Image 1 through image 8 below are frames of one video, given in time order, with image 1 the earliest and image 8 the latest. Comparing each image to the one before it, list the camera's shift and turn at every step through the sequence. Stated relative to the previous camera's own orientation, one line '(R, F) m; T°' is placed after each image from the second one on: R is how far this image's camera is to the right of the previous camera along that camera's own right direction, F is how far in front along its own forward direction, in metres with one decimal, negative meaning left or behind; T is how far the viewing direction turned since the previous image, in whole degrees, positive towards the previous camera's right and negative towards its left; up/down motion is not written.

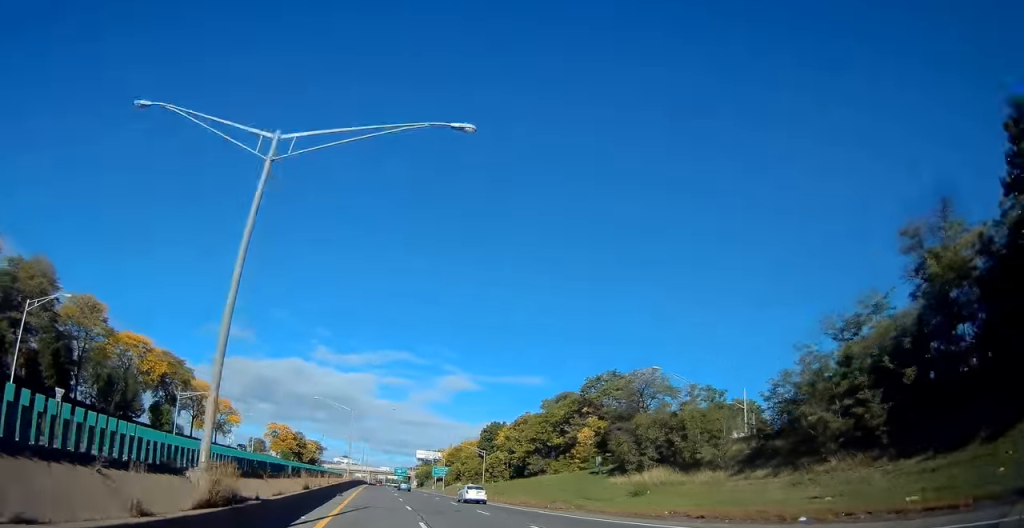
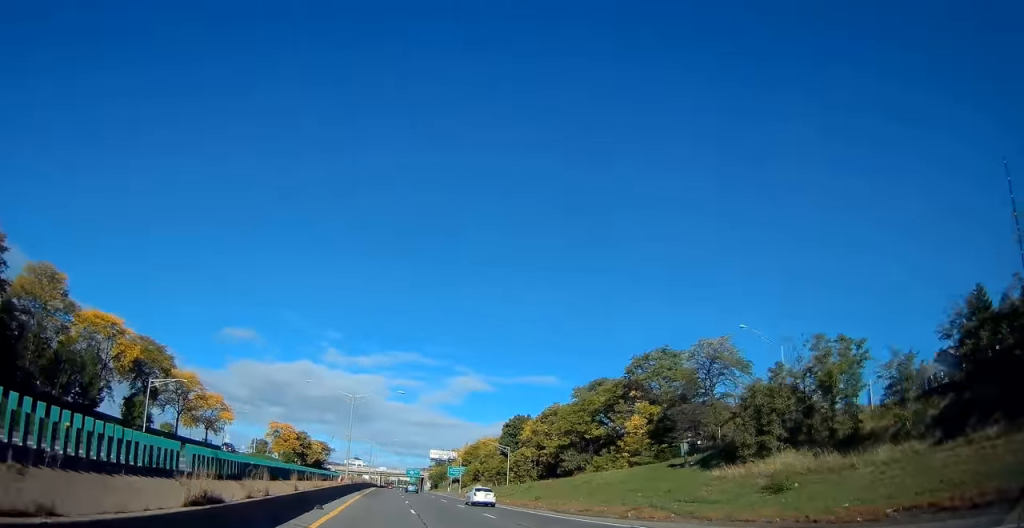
(0.0, +15.0) m; -2°
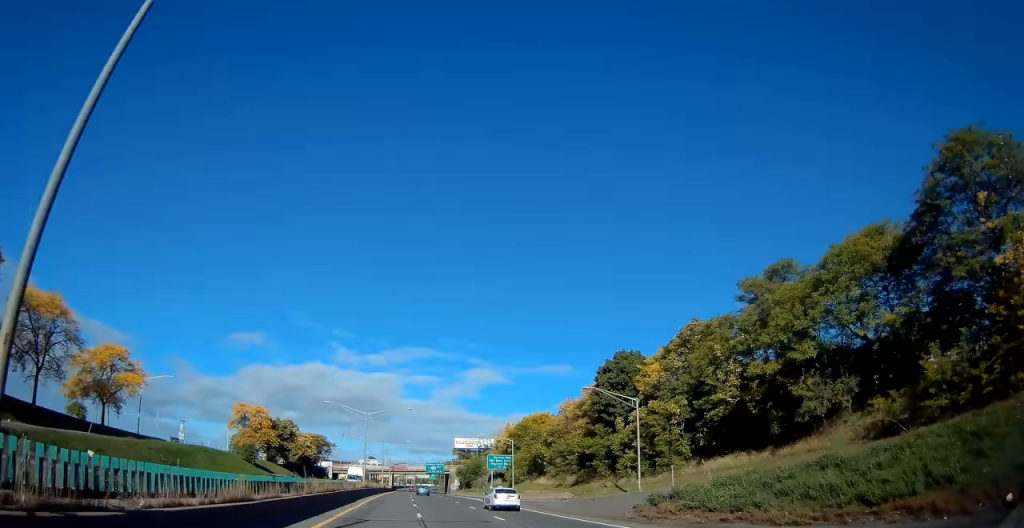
(-2.8, +50.8) m; -4°
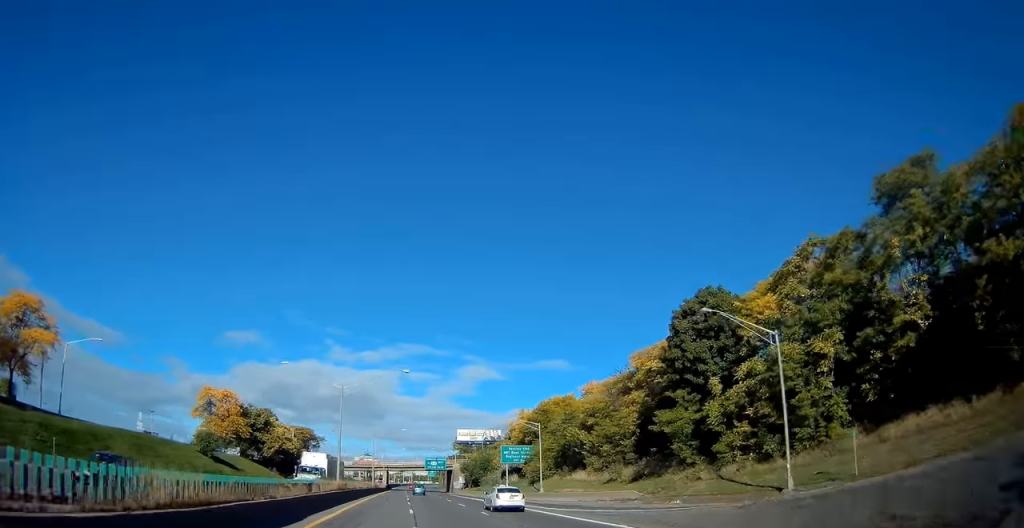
(-0.1, +20.9) m; 0°
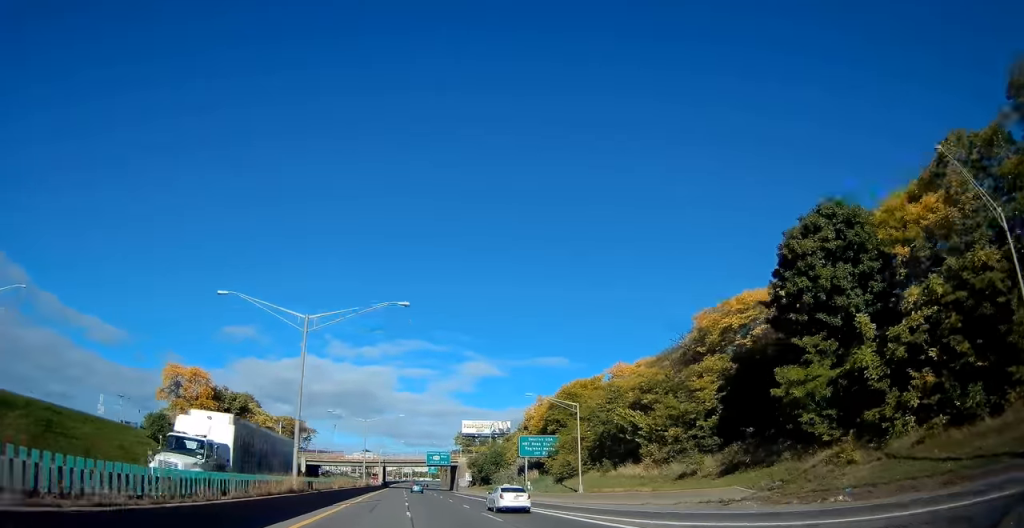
(0.0, +16.3) m; 0°
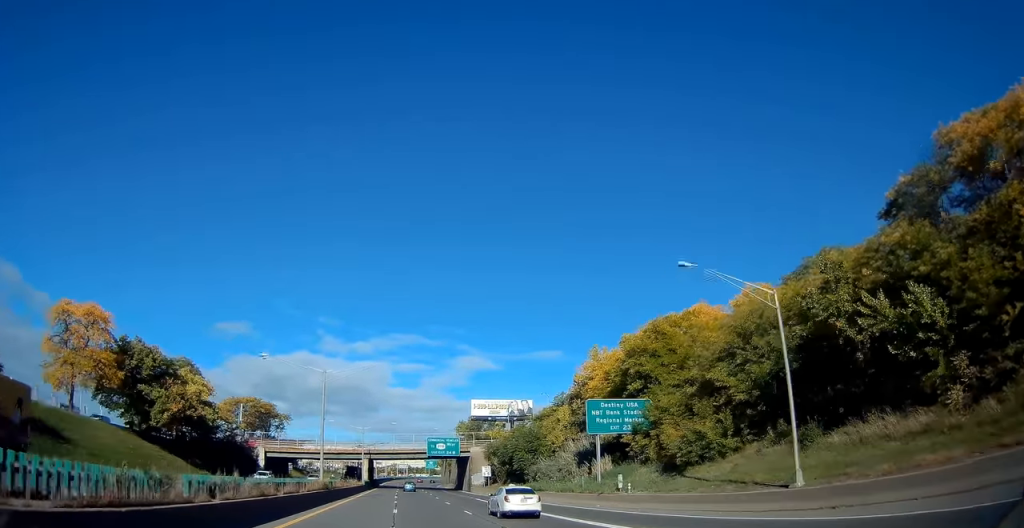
(+0.3, +33.9) m; +1°
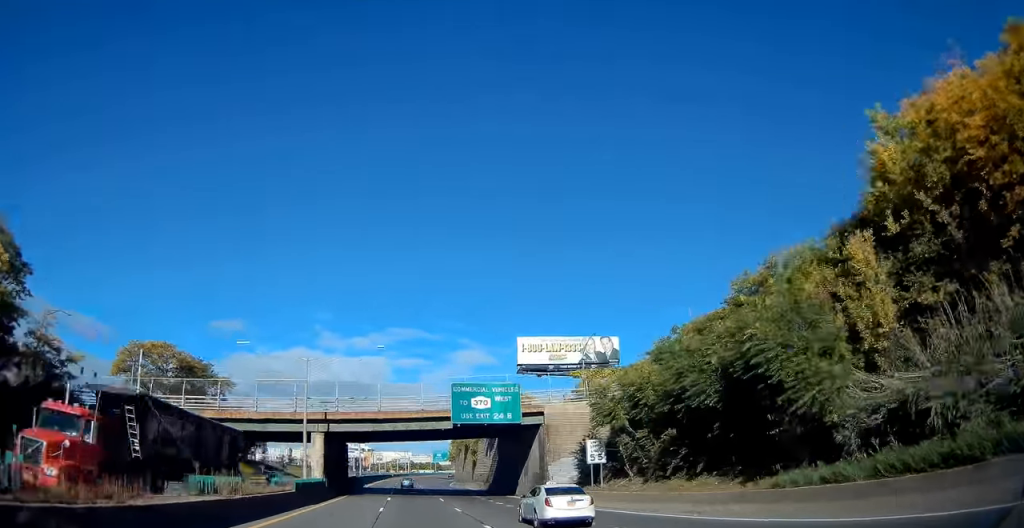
(+0.5, +48.7) m; +1°
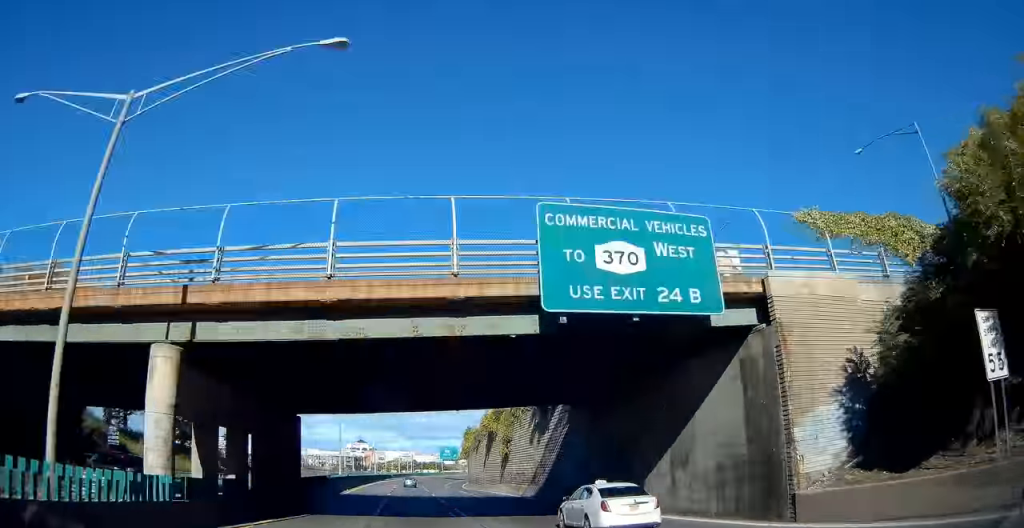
(+0.2, +27.6) m; -1°
